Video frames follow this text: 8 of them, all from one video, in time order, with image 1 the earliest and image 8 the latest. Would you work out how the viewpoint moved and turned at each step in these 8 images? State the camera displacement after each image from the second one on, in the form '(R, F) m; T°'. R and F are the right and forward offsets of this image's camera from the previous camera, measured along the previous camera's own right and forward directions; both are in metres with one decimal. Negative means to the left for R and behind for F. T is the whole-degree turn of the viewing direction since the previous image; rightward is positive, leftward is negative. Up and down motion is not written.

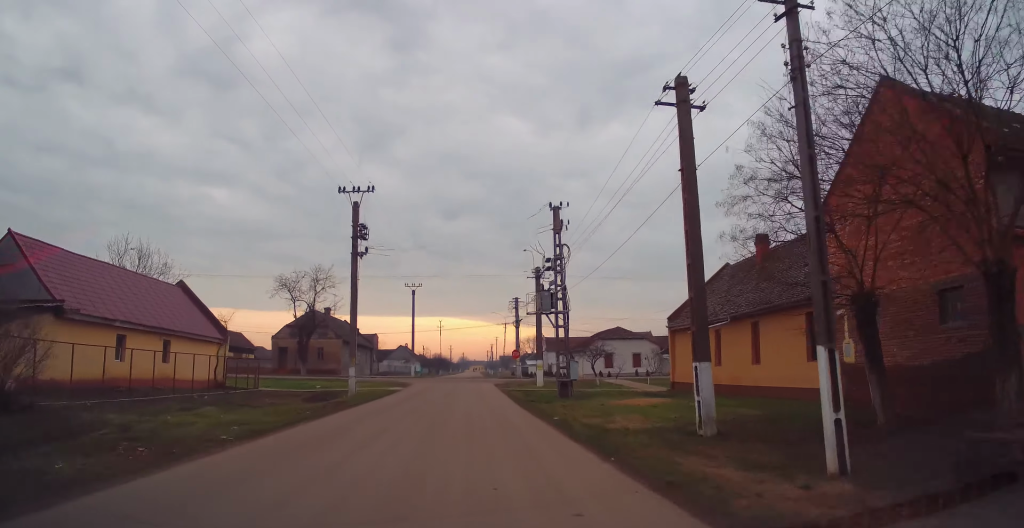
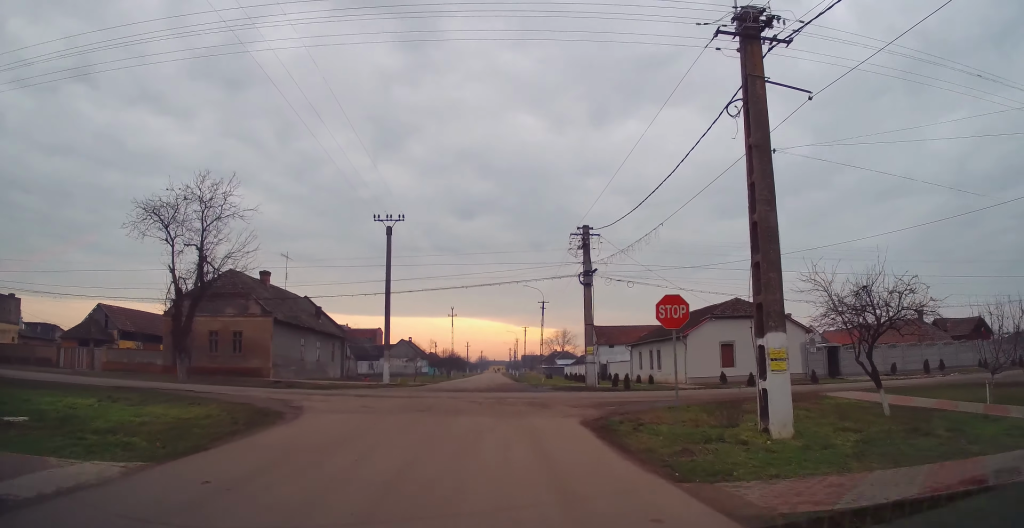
(-0.2, +33.8) m; -1°
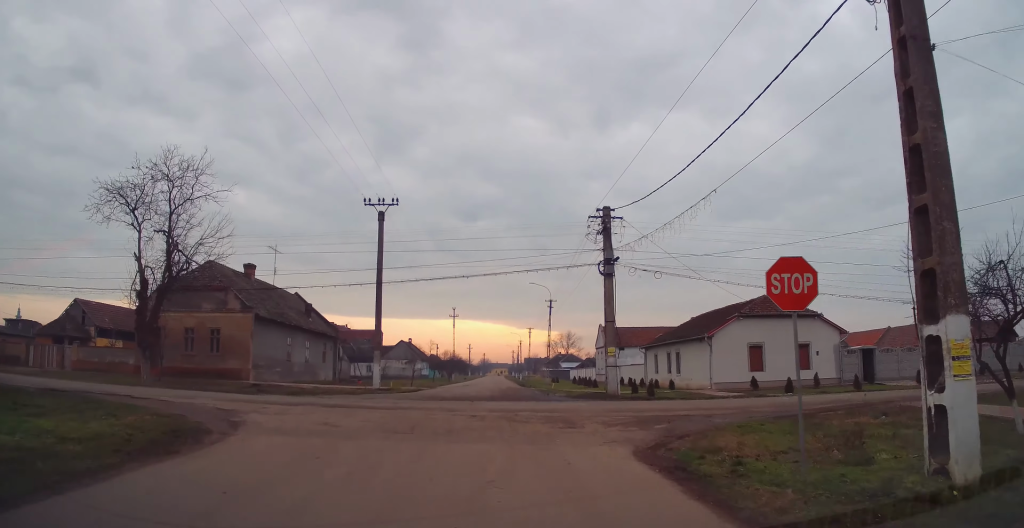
(+0.1, +4.8) m; +1°
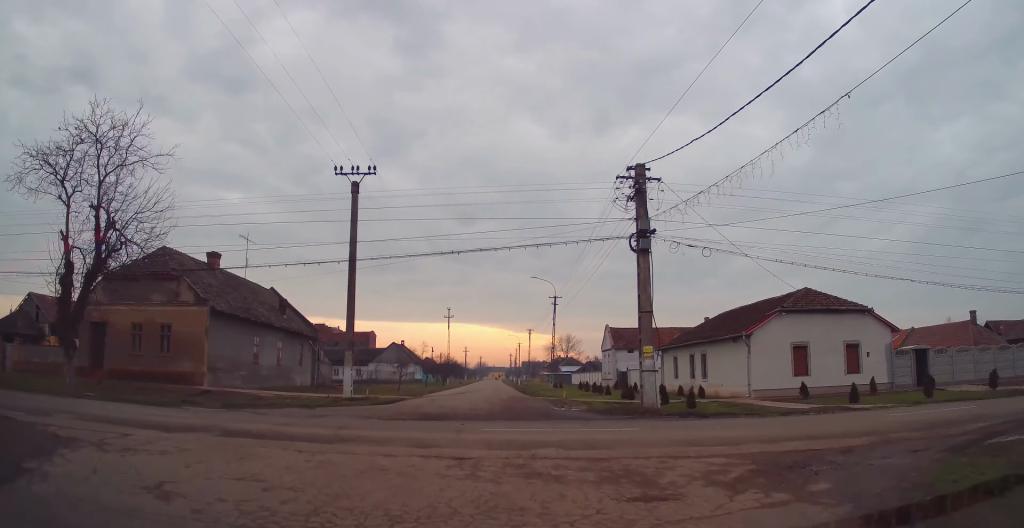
(+0.2, +7.7) m; +1°
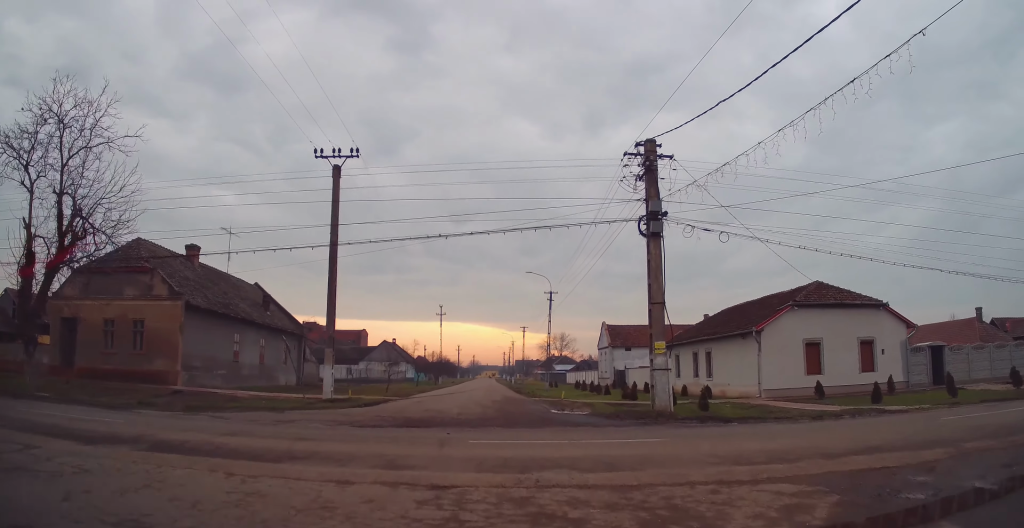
(0.0, +3.0) m; 0°
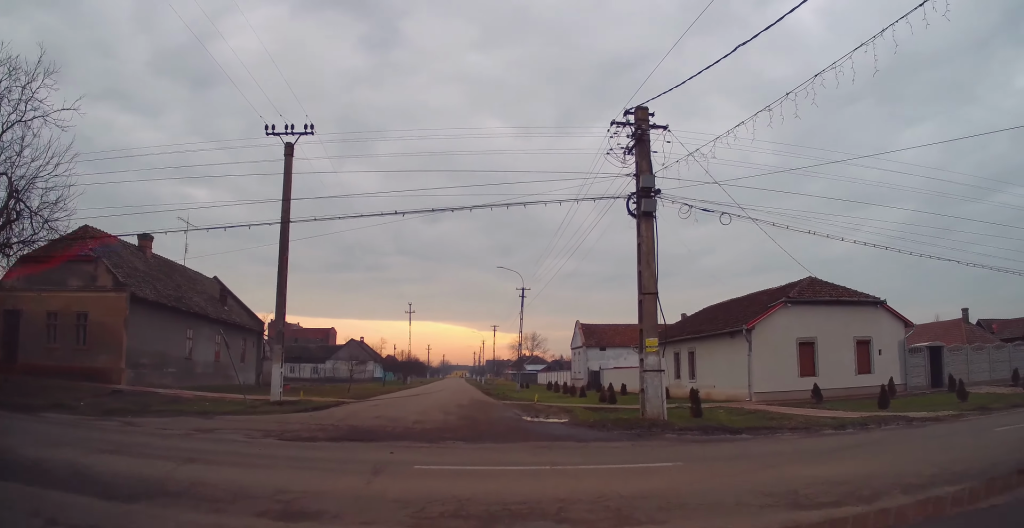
(0.0, +3.9) m; +3°
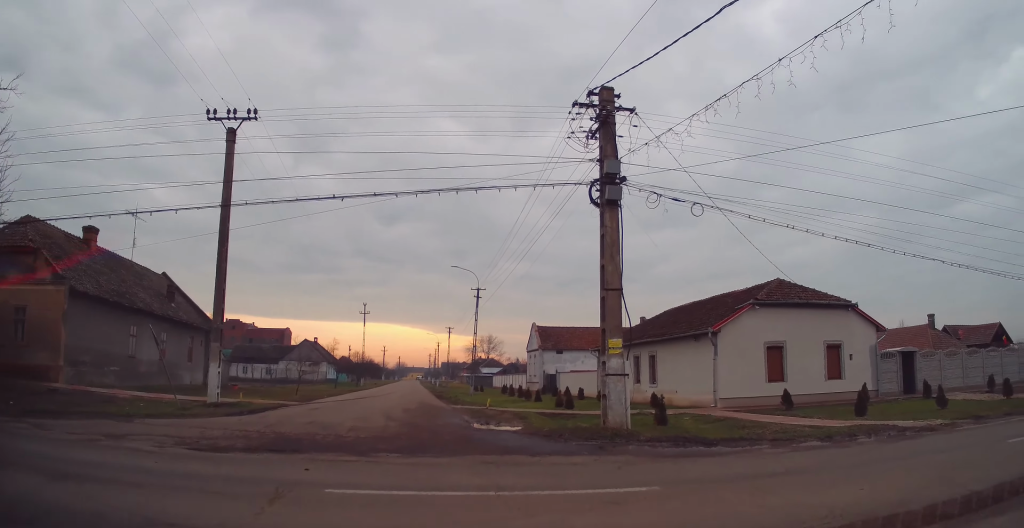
(0.0, +2.4) m; +4°
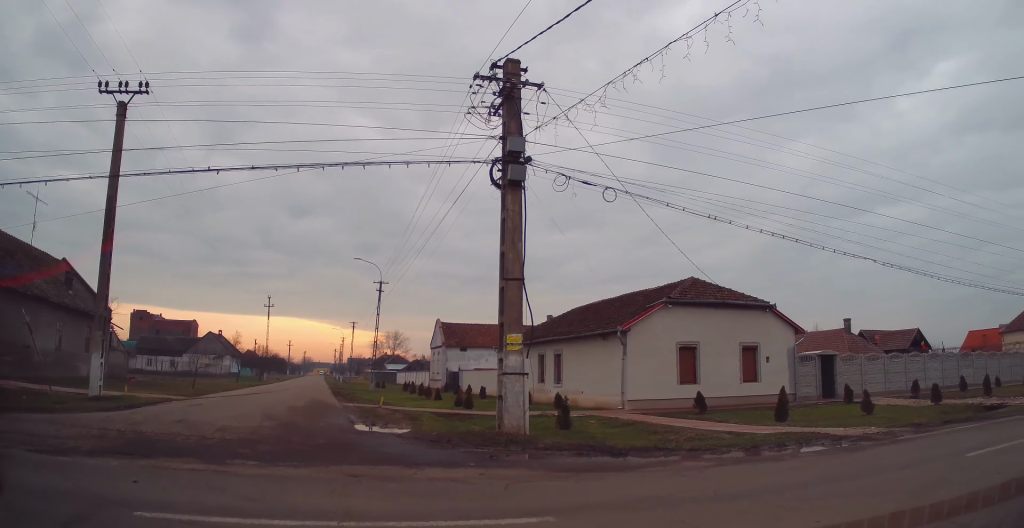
(+0.2, +2.3) m; +10°
